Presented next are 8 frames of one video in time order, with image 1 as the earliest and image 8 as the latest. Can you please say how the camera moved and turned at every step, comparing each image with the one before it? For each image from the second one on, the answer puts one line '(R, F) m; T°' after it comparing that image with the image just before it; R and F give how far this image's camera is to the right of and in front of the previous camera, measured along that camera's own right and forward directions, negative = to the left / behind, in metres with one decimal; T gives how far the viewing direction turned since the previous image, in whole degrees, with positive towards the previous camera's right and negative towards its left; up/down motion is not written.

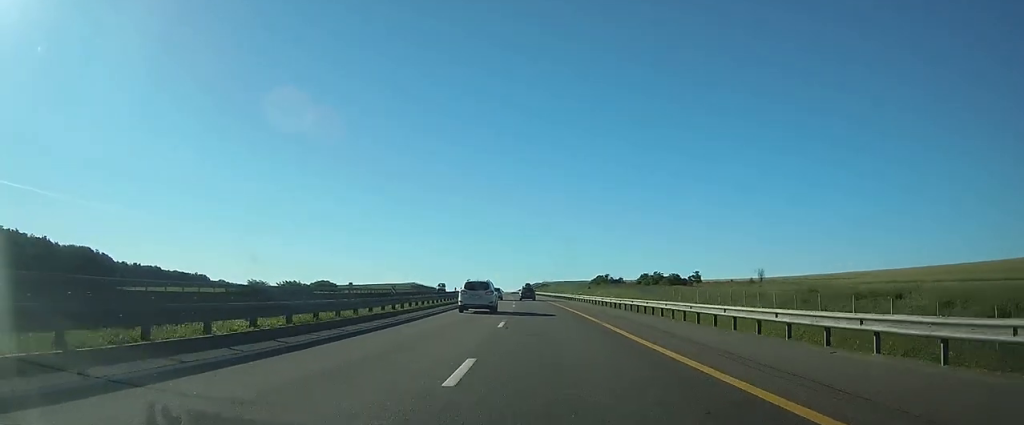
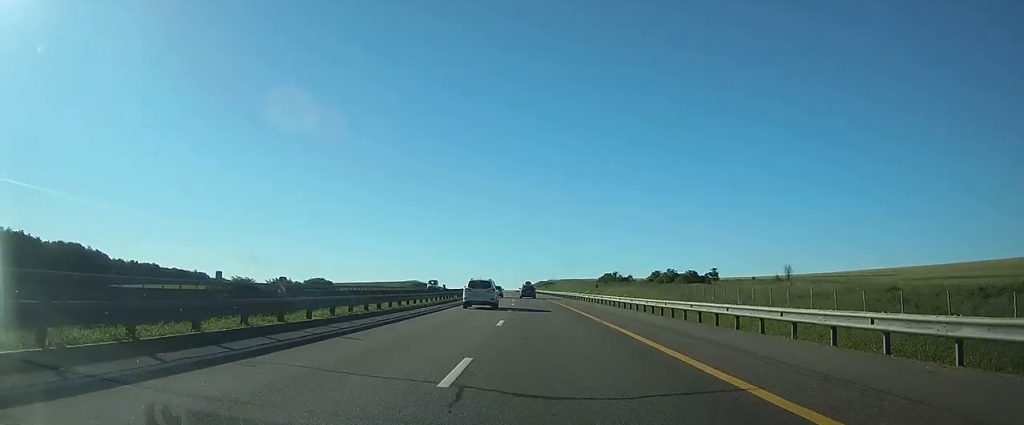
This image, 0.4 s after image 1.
(-0.1, +12.1) m; 0°
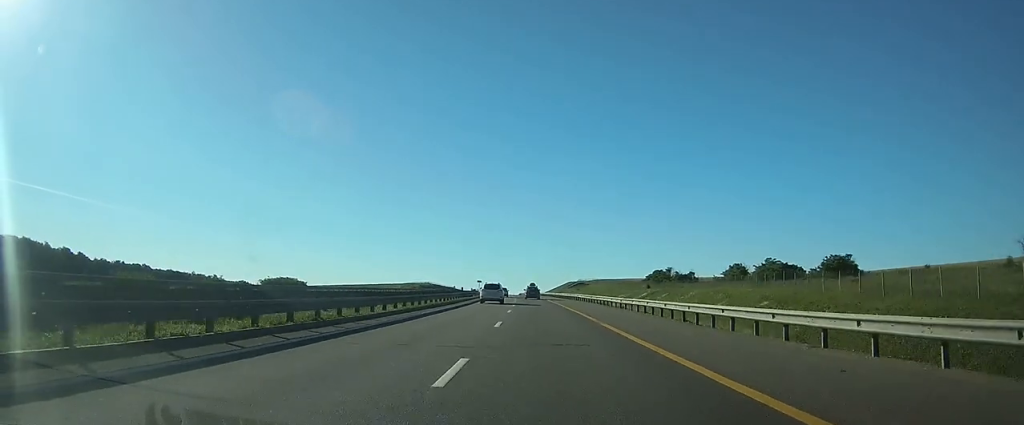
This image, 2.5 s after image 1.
(-1.3, +58.7) m; -3°
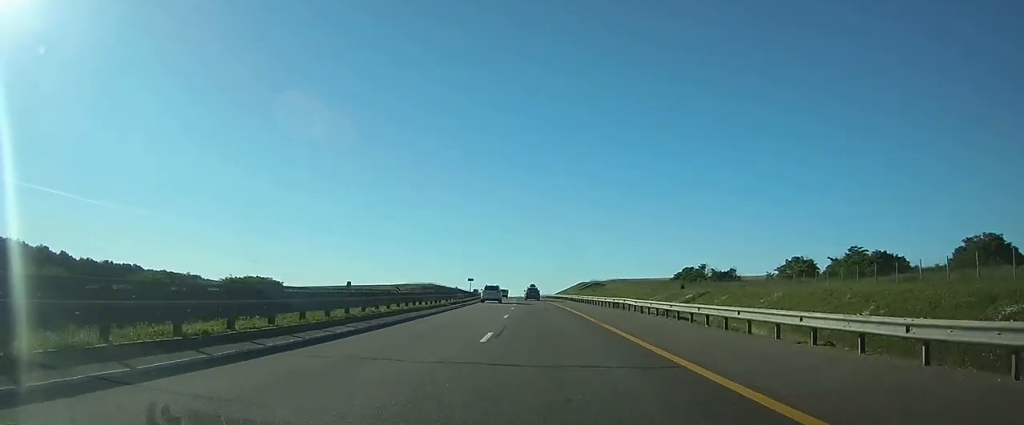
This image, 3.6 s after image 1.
(-0.4, +28.9) m; -1°
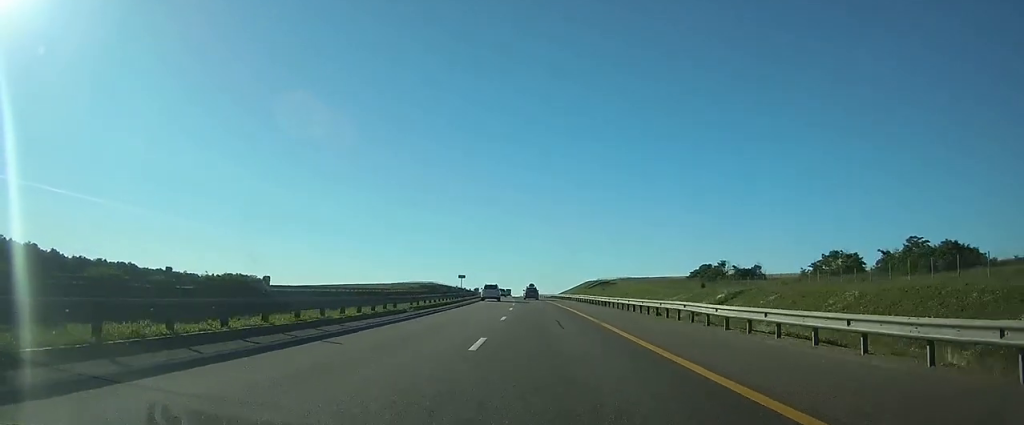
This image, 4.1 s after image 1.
(-0.1, +14.0) m; -1°
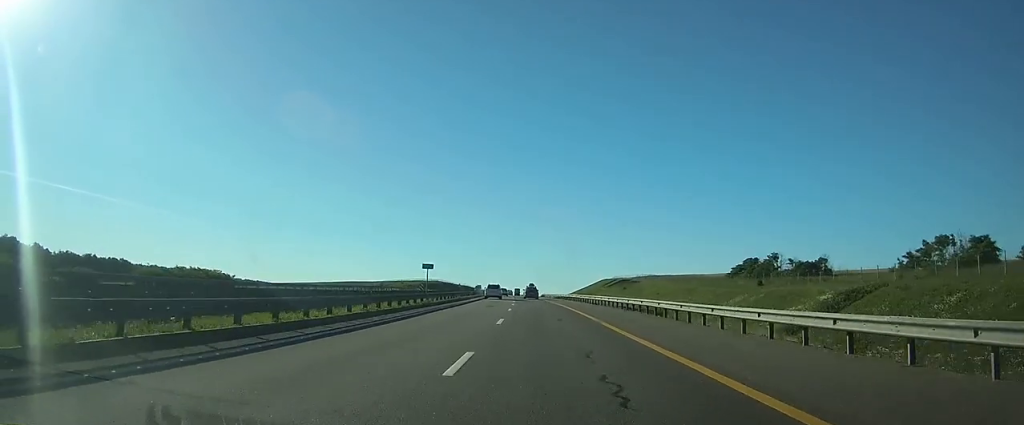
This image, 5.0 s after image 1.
(-0.1, +27.1) m; -1°
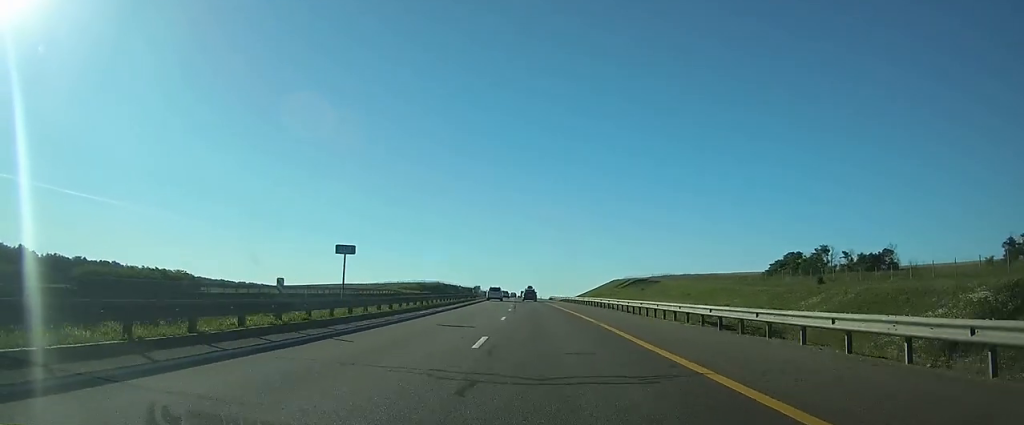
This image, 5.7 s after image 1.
(-0.1, +19.7) m; -1°
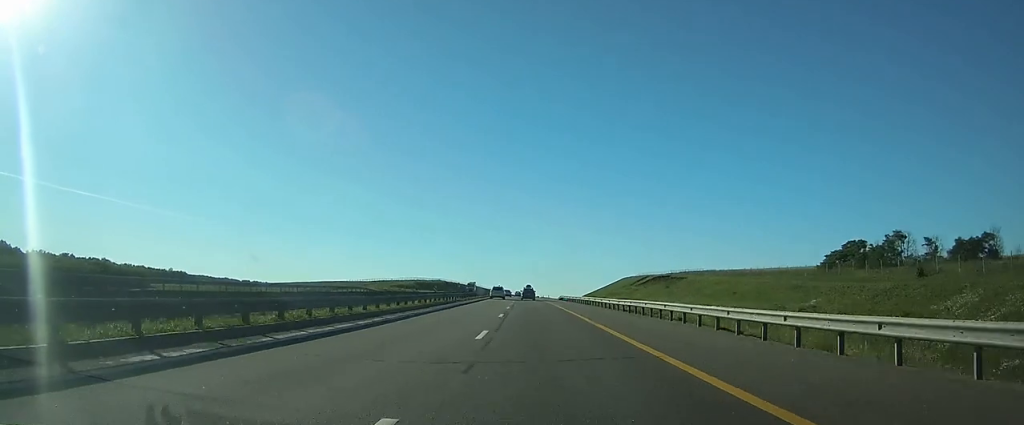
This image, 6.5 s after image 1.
(-0.1, +21.6) m; -1°
